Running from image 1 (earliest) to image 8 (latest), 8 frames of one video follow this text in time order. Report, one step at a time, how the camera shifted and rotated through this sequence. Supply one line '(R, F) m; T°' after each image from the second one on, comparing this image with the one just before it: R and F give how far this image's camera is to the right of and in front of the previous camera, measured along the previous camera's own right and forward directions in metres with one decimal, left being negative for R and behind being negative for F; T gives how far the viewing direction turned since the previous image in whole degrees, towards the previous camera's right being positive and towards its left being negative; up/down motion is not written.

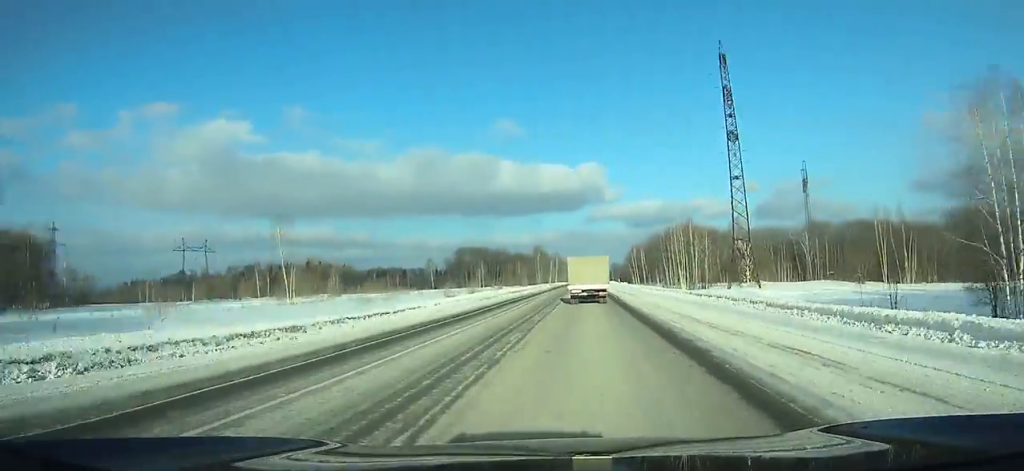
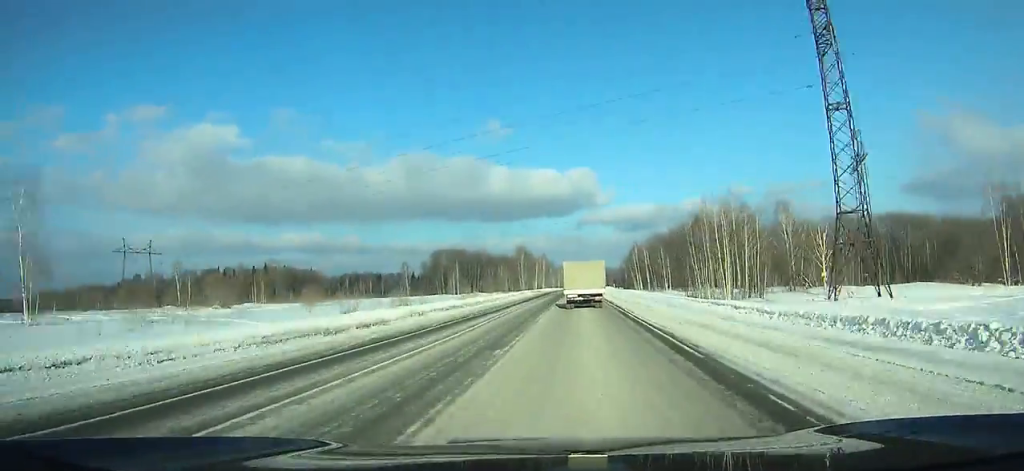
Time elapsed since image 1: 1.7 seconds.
(+0.9, +38.9) m; +2°
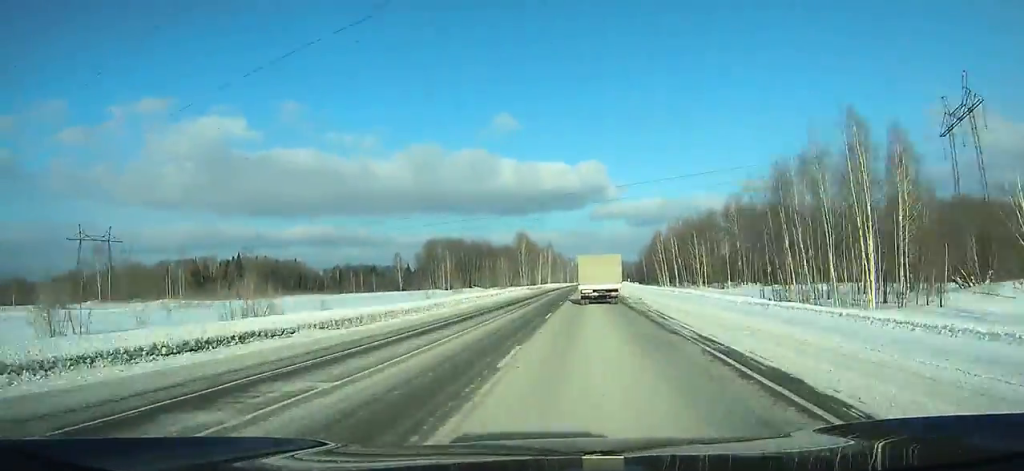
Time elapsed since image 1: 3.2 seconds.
(+0.4, +35.3) m; 0°
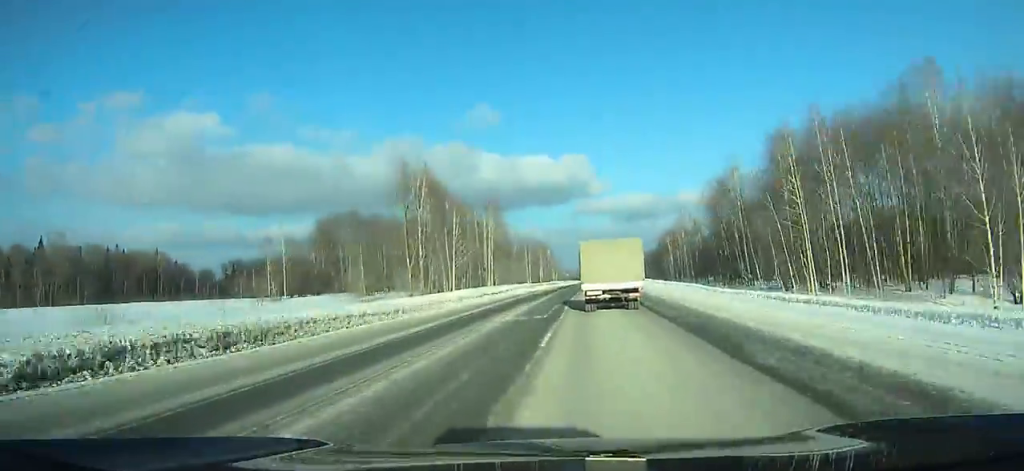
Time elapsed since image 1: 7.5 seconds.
(+0.3, +102.8) m; +1°
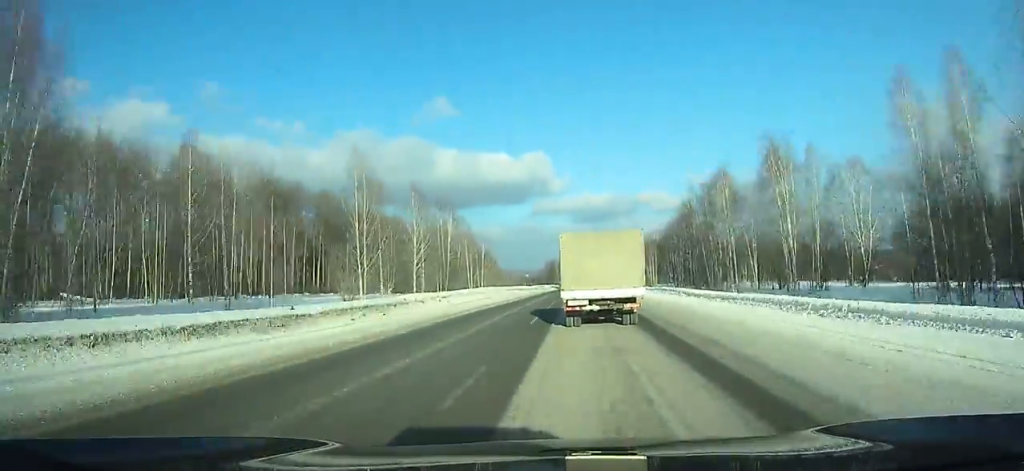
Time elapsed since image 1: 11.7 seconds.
(+2.9, +100.6) m; +3°
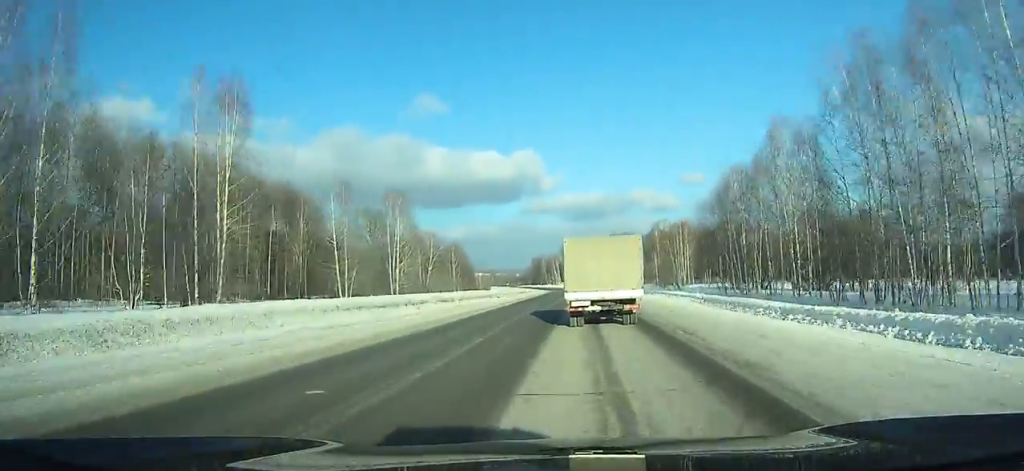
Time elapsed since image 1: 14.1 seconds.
(+0.8, +56.8) m; +1°
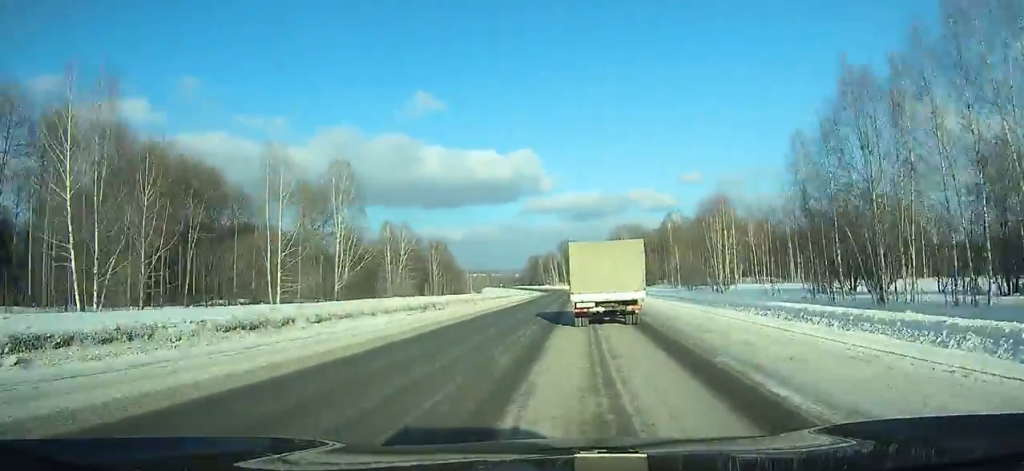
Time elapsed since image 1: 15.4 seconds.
(0.0, +30.5) m; 0°
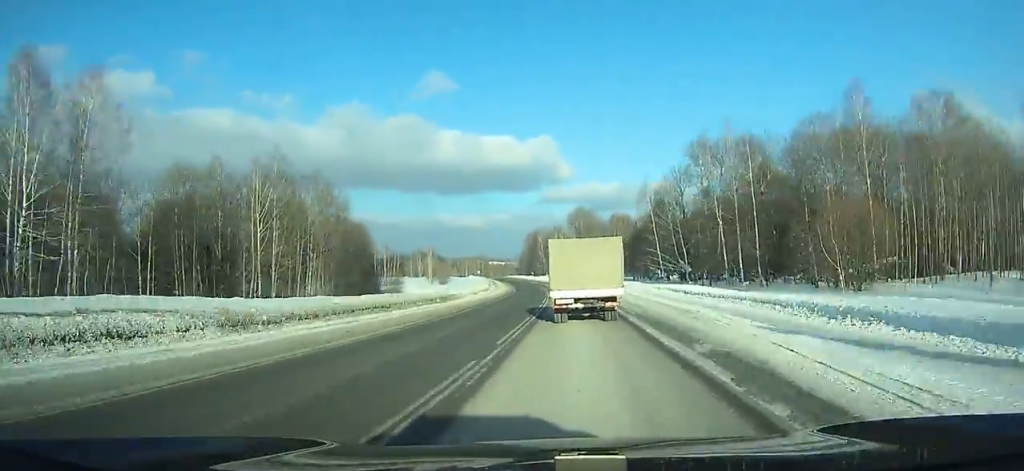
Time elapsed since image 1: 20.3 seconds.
(-0.9, +112.5) m; -2°
